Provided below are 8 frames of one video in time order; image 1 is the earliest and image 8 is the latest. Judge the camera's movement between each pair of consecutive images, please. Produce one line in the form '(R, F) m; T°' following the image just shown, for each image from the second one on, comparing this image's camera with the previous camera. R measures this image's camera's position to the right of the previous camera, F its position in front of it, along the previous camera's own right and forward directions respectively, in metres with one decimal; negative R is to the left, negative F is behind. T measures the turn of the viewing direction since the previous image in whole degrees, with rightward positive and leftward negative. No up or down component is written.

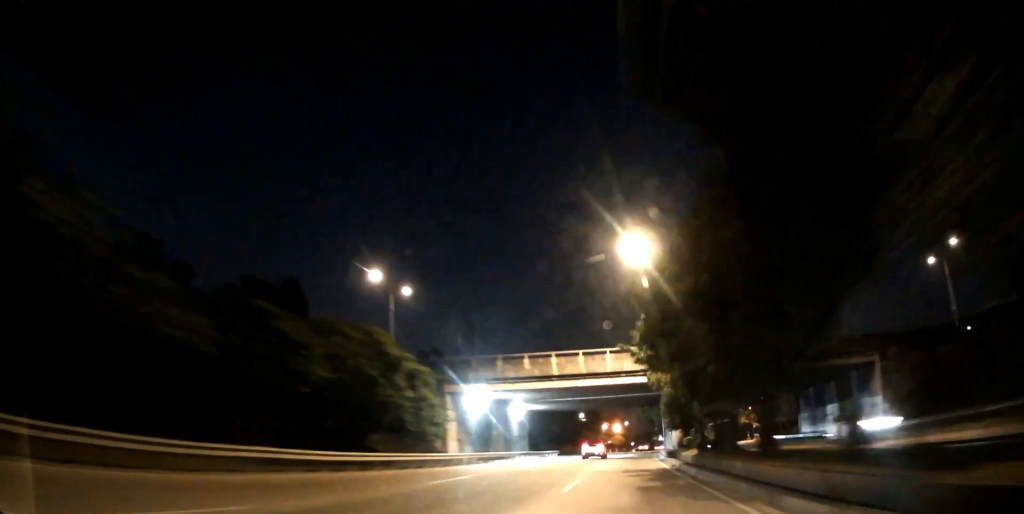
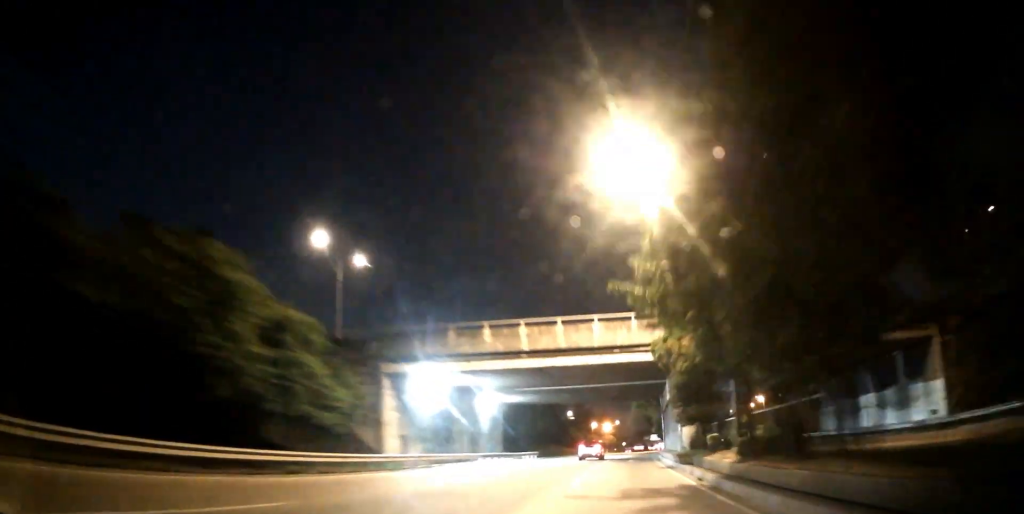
(0.0, +10.8) m; +1°
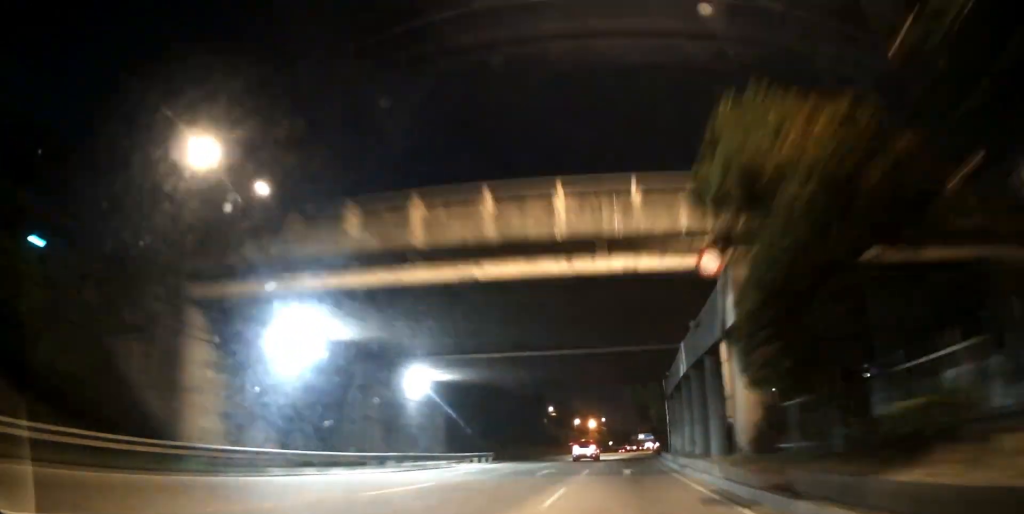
(+0.3, +16.2) m; +1°
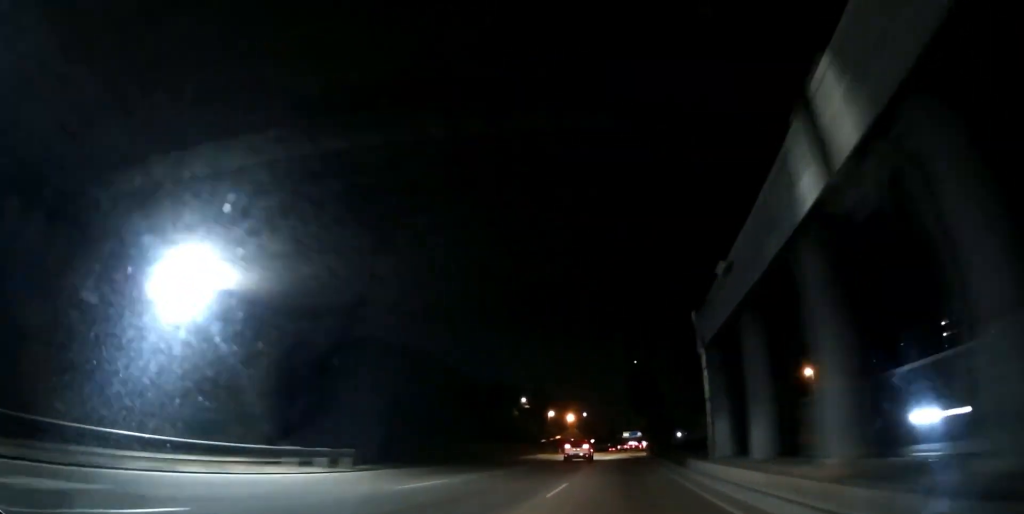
(+0.4, +21.3) m; +1°
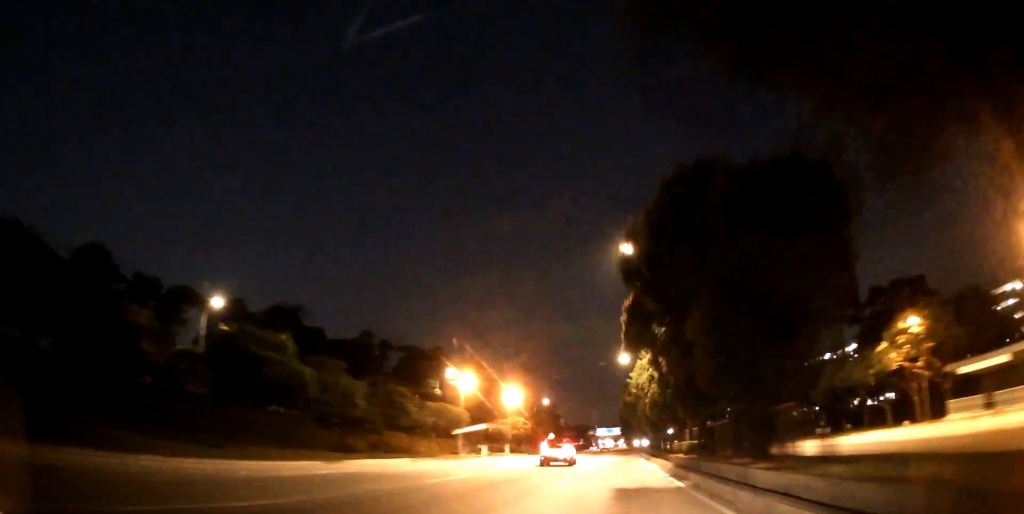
(+0.8, +45.6) m; +2°
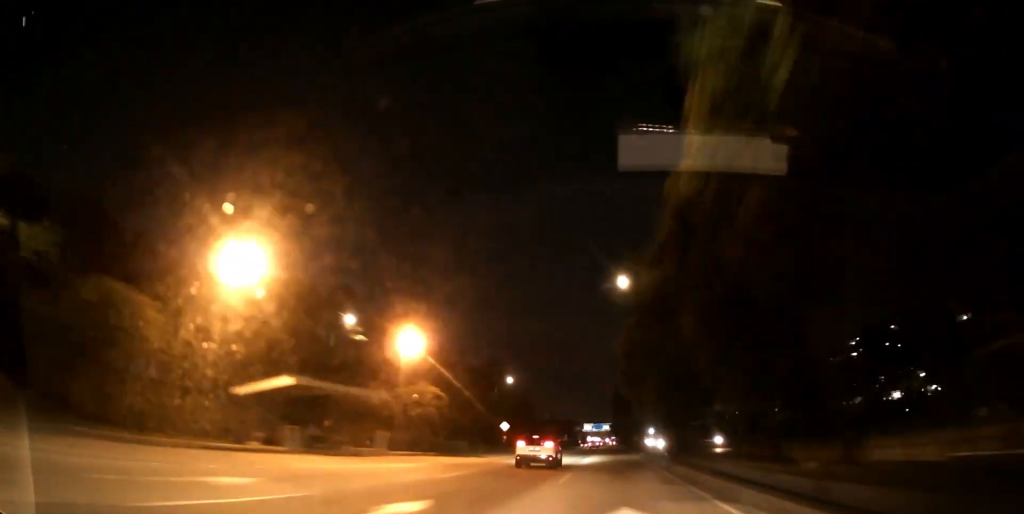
(+0.4, +34.5) m; +1°
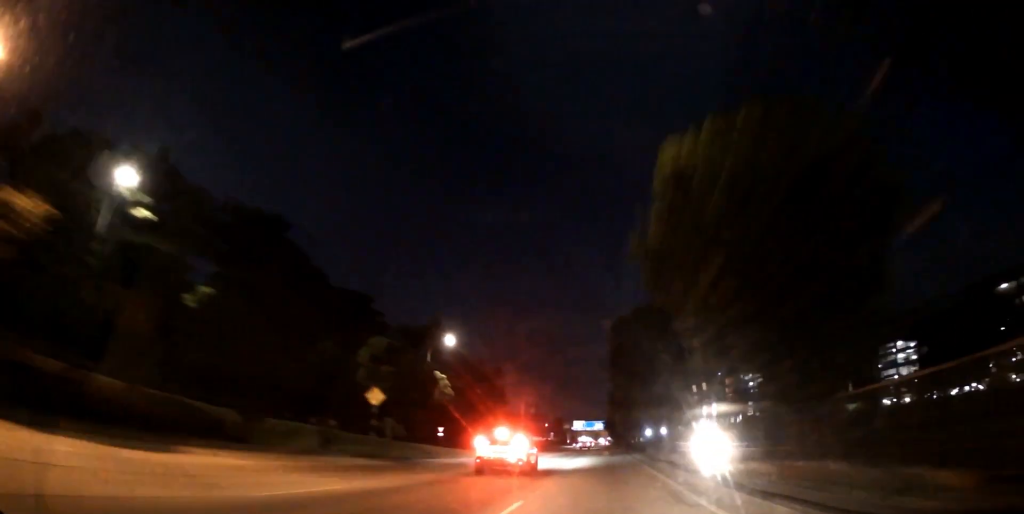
(+0.2, +33.1) m; 0°
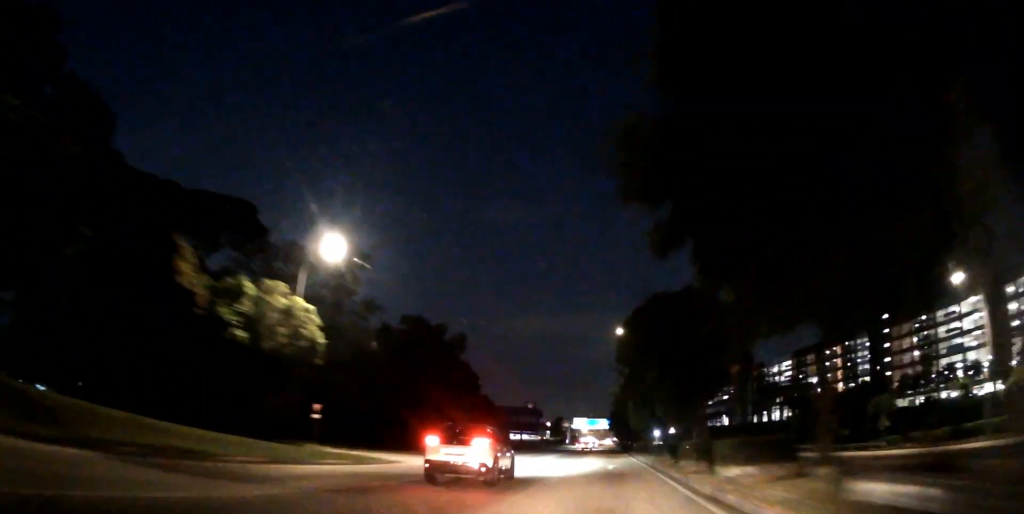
(0.0, +28.9) m; 0°
